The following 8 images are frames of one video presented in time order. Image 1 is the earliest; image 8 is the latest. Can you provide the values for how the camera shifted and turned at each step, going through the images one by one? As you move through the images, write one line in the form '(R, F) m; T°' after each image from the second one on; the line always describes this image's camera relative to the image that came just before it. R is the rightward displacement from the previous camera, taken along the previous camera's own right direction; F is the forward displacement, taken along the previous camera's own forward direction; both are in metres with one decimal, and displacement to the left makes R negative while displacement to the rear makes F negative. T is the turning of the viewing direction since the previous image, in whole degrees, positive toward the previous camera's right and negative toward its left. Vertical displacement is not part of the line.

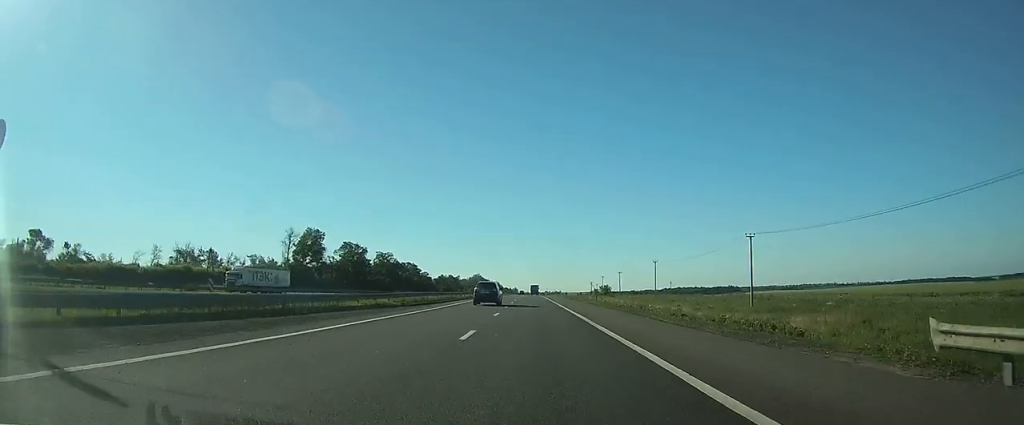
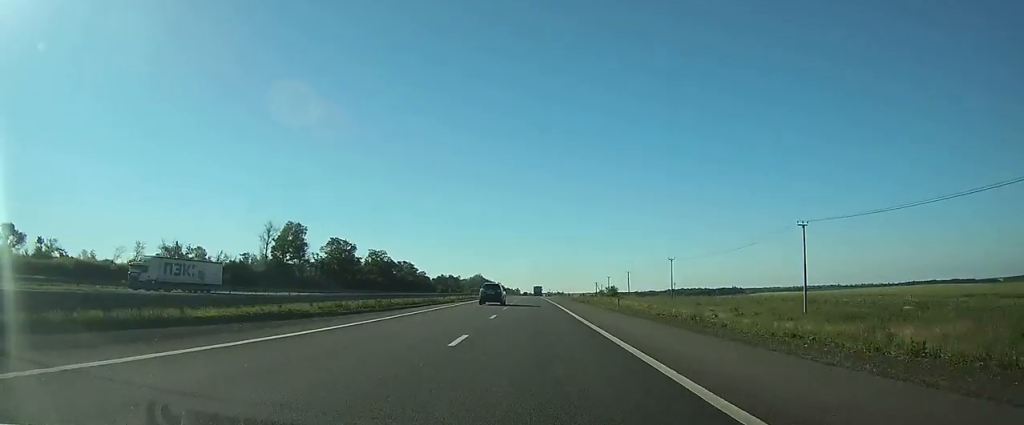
(-0.1, +13.3) m; 0°
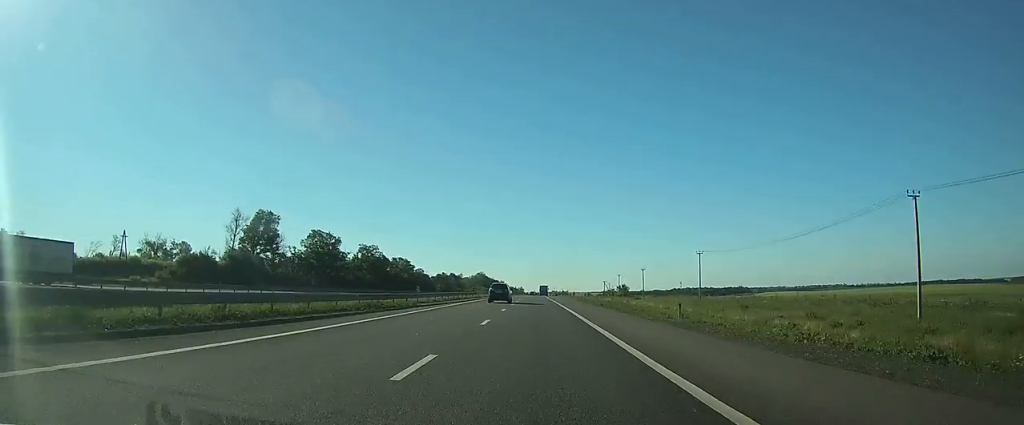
(0.0, +17.0) m; 0°
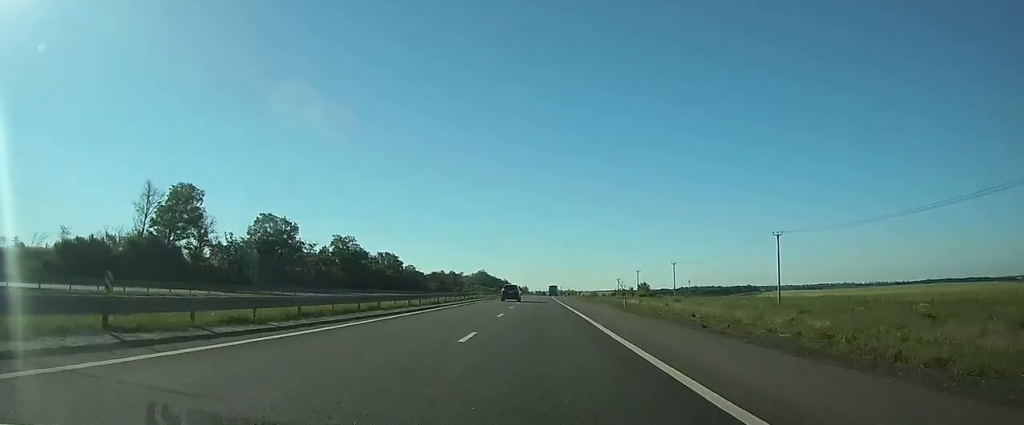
(-0.2, +30.4) m; -1°
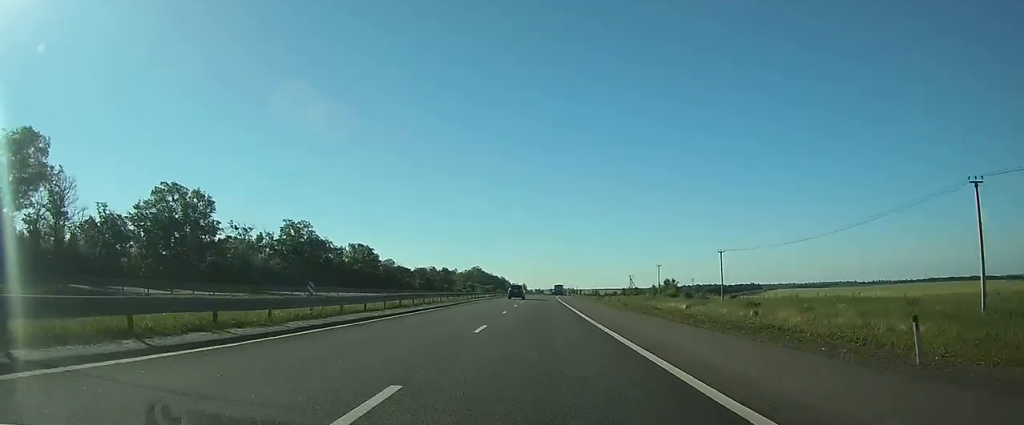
(-0.1, +33.2) m; 0°
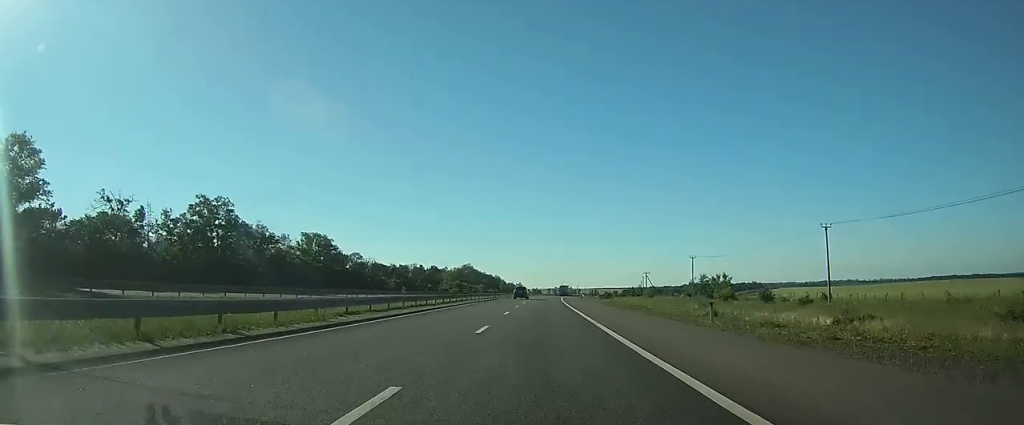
(+0.1, +36.1) m; 0°
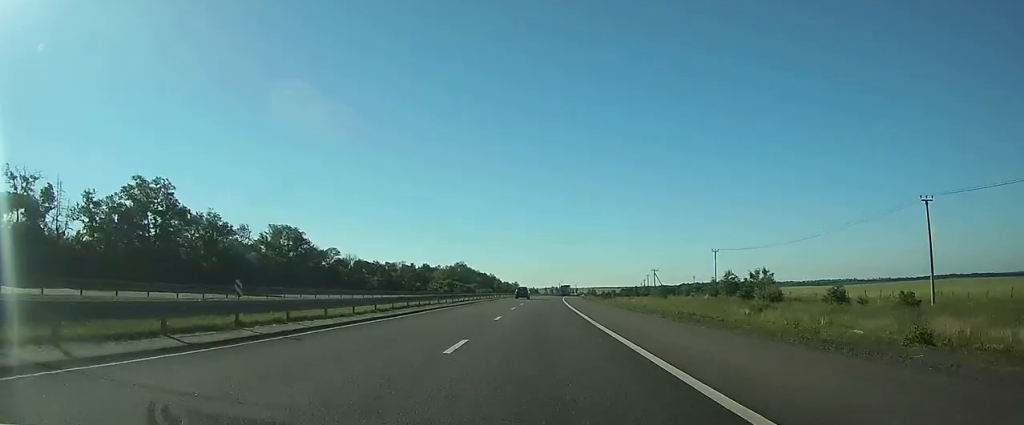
(+0.1, +17.2) m; 0°
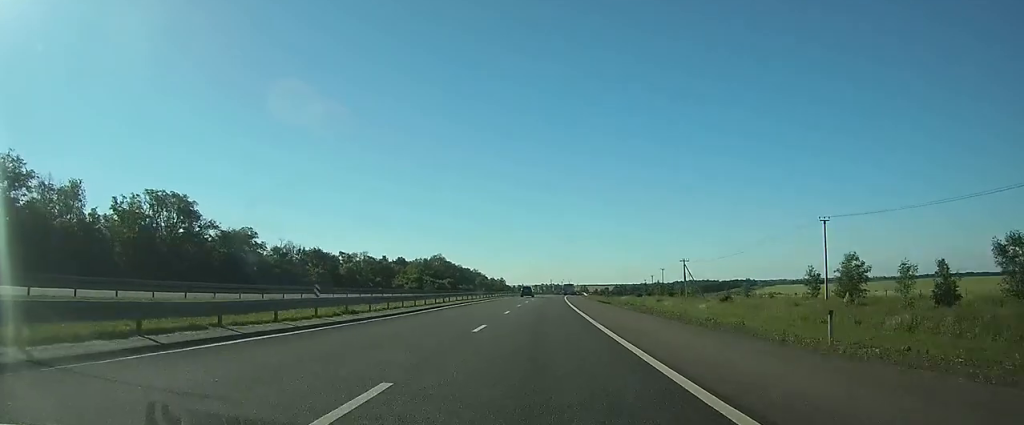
(+0.2, +42.9) m; +1°
